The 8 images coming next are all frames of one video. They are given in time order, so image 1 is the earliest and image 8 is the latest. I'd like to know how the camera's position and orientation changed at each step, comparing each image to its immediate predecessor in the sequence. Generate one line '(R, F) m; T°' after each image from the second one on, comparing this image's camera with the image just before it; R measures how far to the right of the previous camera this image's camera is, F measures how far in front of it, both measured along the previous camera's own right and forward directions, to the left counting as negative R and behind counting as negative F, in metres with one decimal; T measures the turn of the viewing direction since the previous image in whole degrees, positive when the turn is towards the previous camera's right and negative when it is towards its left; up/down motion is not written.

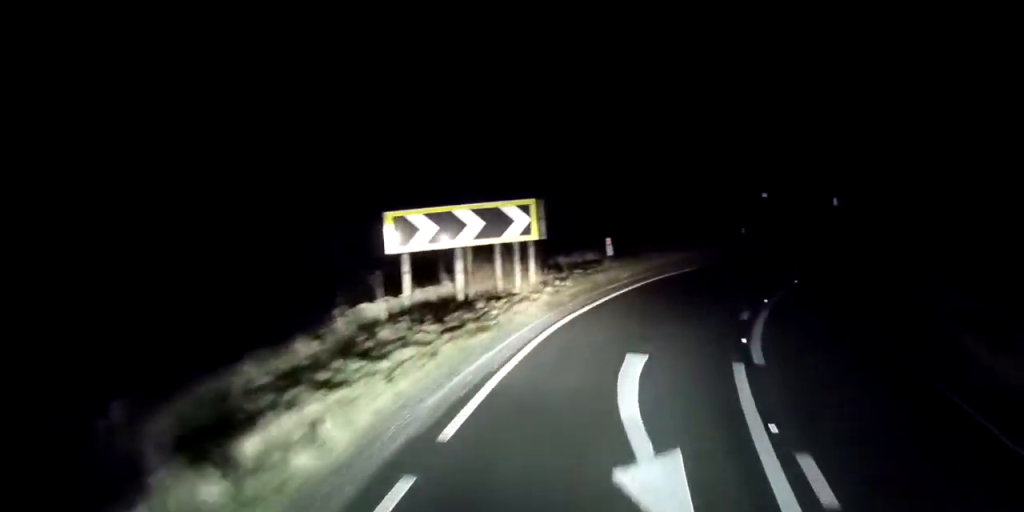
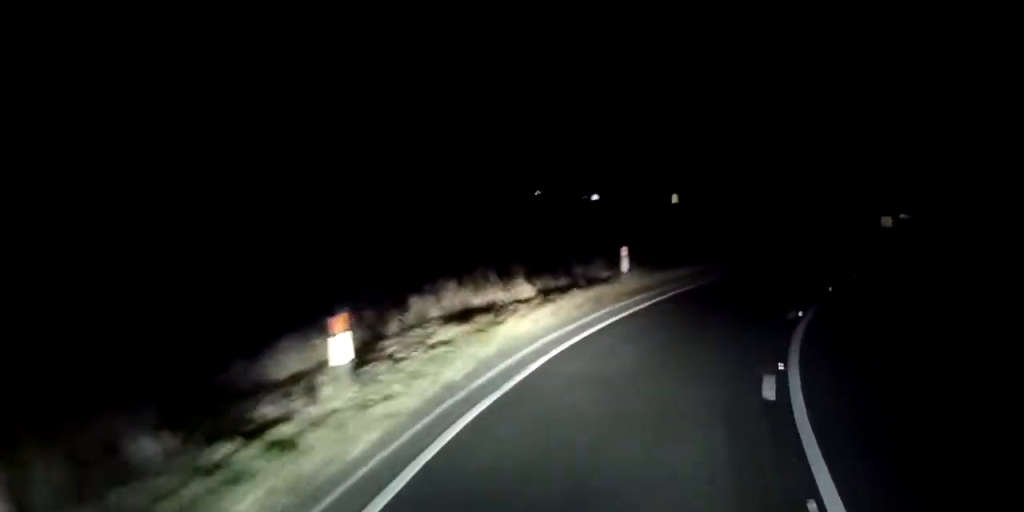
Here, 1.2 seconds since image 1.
(+1.8, +11.0) m; +18°
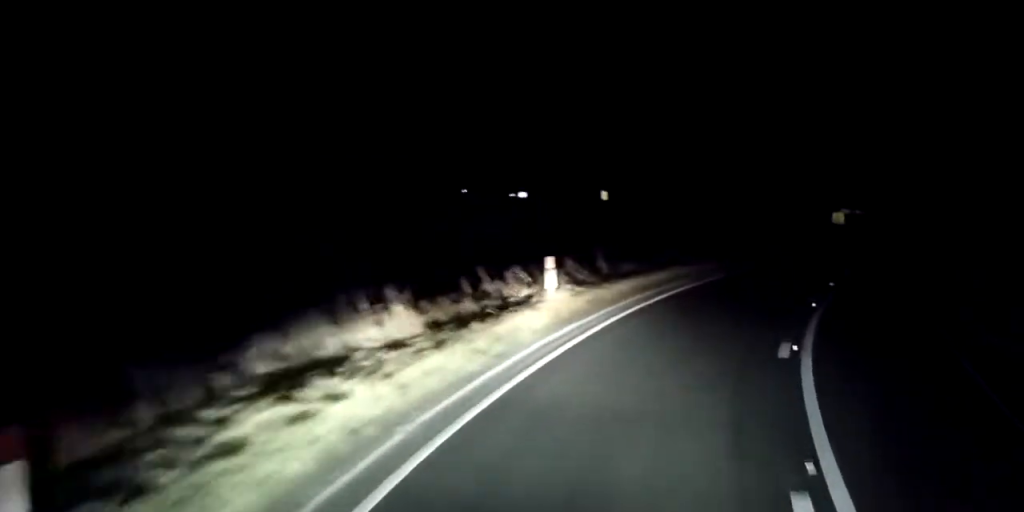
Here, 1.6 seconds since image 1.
(+0.2, +3.9) m; +7°
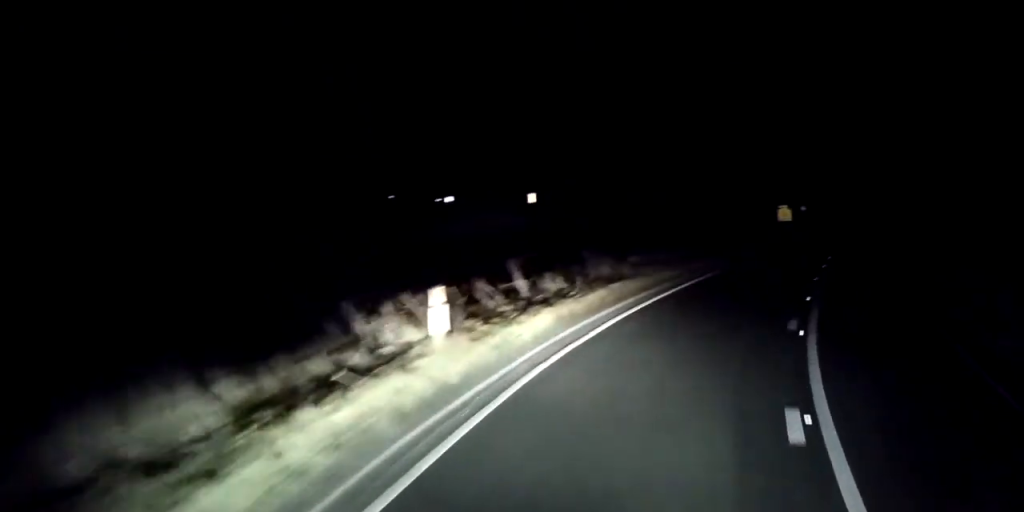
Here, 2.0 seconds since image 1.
(+0.1, +3.6) m; +5°
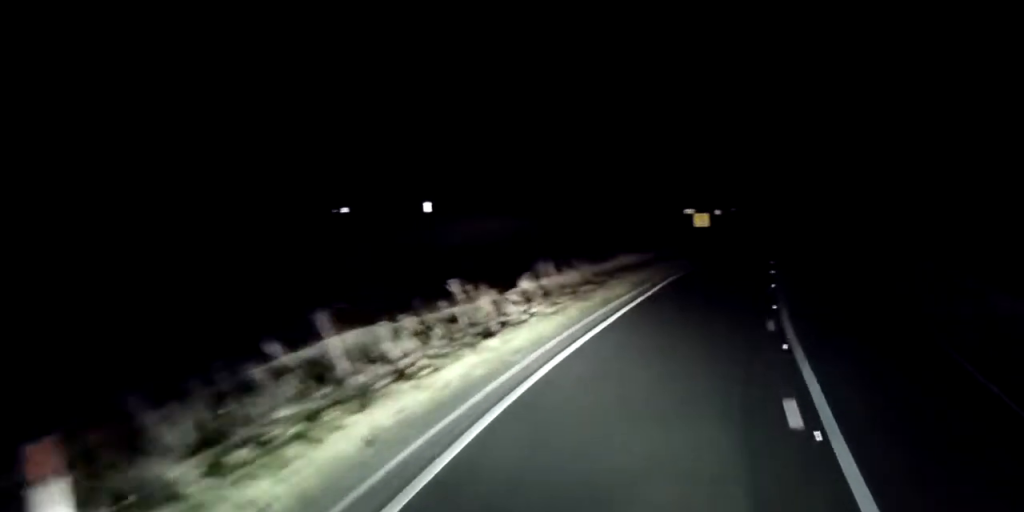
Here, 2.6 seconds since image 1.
(+0.6, +5.2) m; +5°
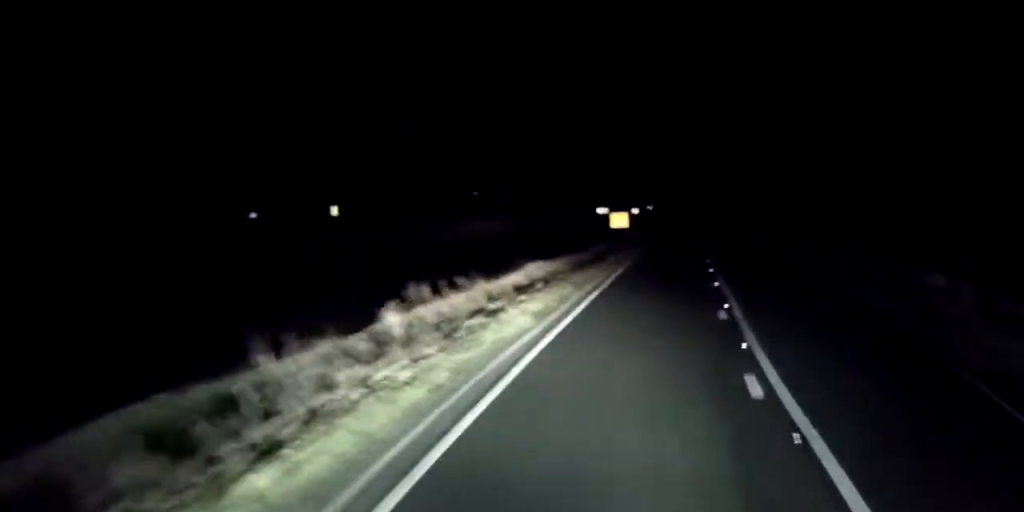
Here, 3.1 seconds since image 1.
(+0.2, +4.7) m; +3°
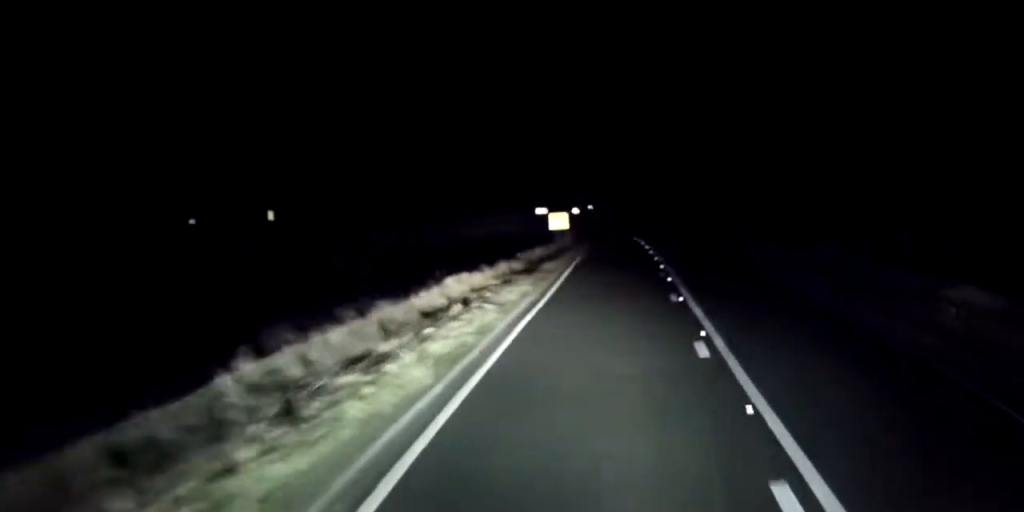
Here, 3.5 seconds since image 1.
(0.0, +3.9) m; +1°
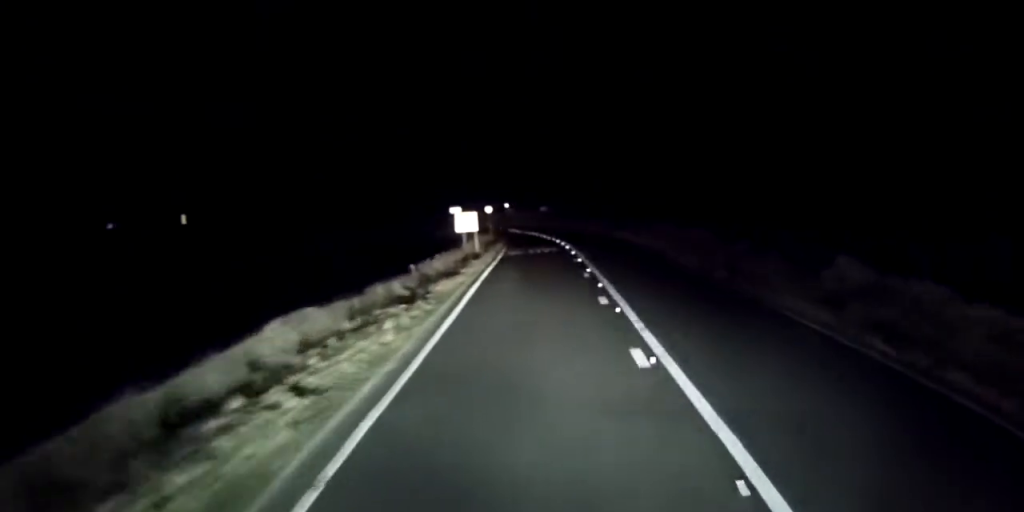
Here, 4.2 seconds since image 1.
(+0.1, +7.1) m; +2°
